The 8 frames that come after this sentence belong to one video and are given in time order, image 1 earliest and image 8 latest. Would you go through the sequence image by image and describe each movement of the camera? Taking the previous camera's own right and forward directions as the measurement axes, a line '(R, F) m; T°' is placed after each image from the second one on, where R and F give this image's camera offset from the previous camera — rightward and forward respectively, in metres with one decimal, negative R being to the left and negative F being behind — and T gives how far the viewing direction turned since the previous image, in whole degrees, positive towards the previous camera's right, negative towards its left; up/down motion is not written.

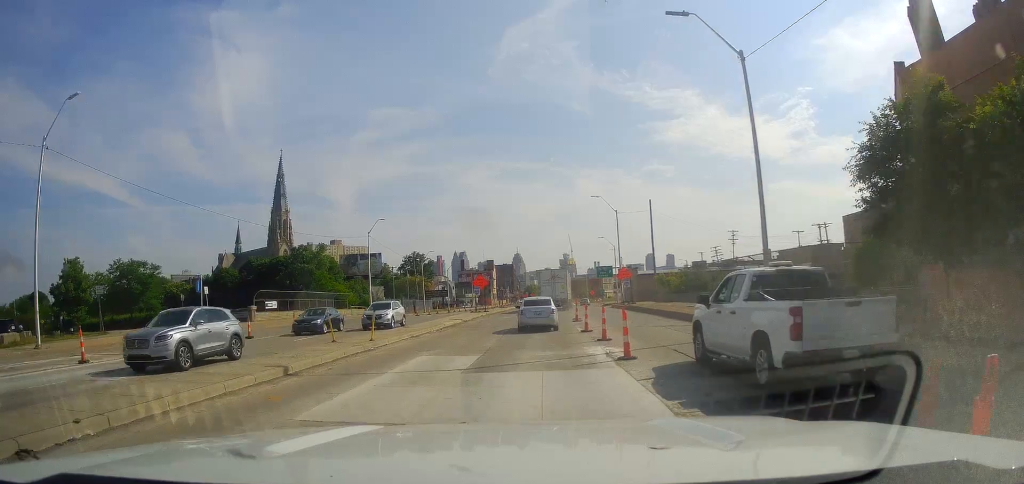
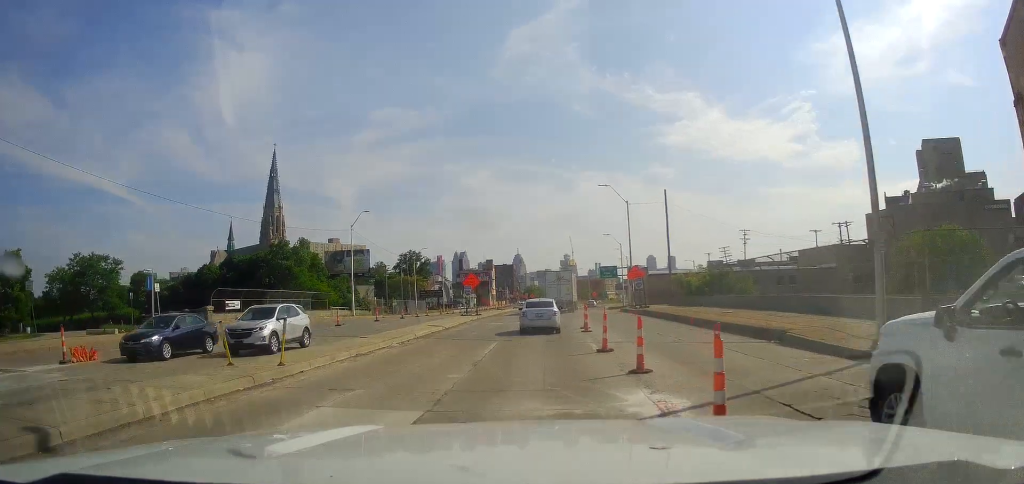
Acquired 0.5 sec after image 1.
(-0.1, +7.5) m; +2°
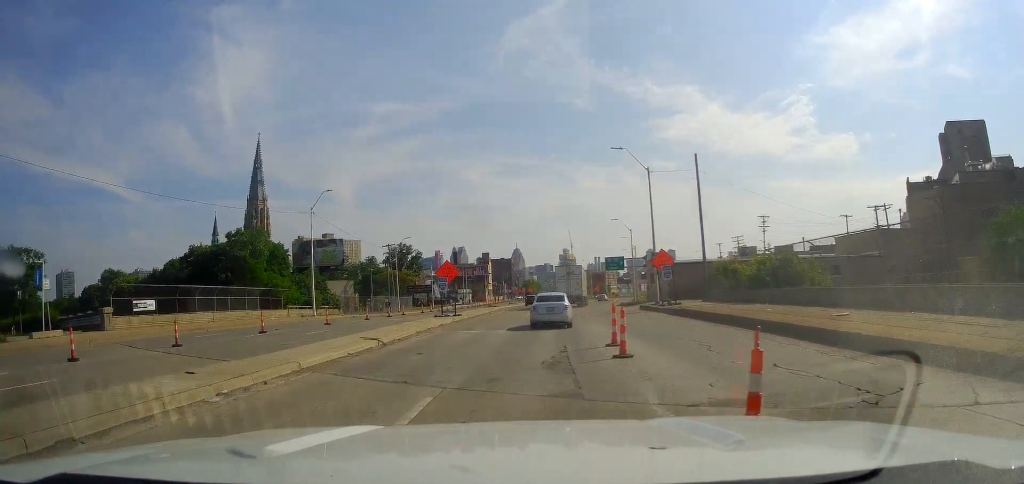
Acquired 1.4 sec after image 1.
(+0.6, +12.3) m; -1°
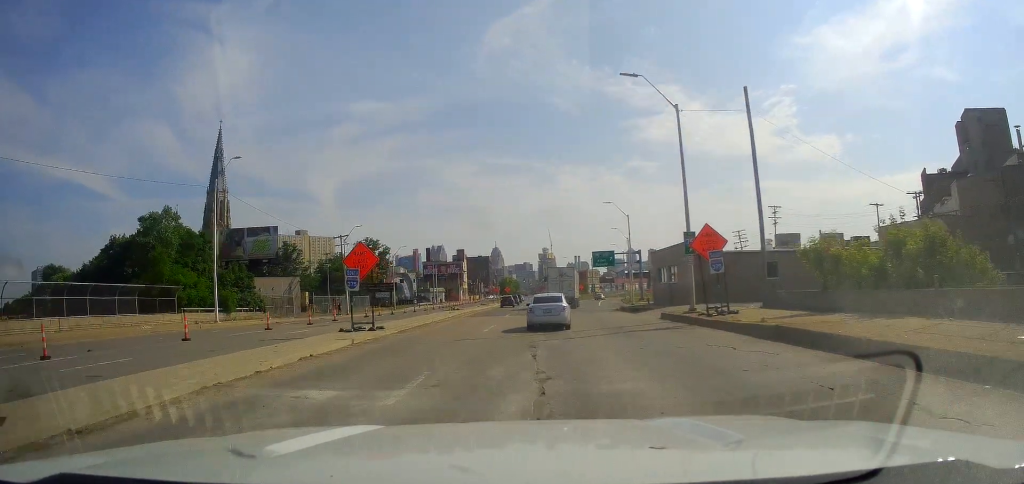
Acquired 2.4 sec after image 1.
(-0.7, +15.1) m; 0°
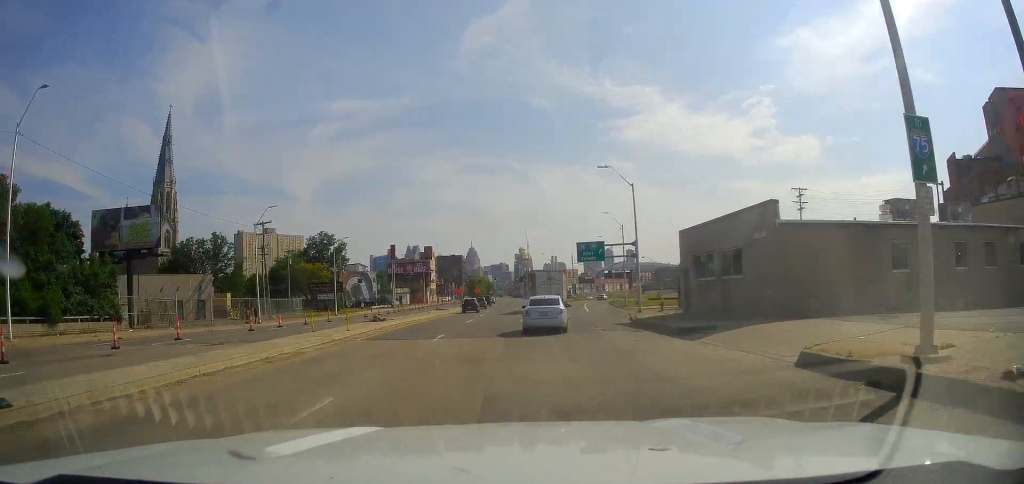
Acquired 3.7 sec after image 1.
(+0.9, +19.5) m; +3°
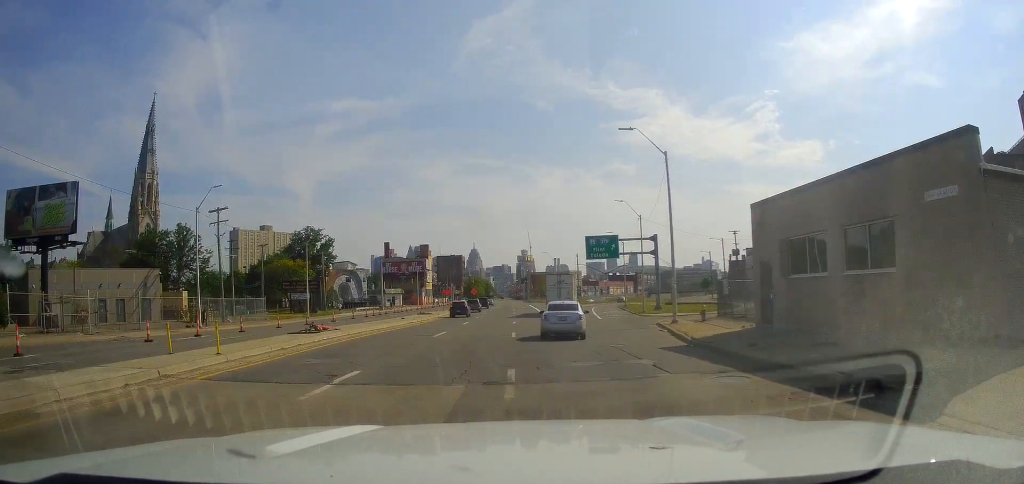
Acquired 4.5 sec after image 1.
(-0.3, +11.7) m; +1°
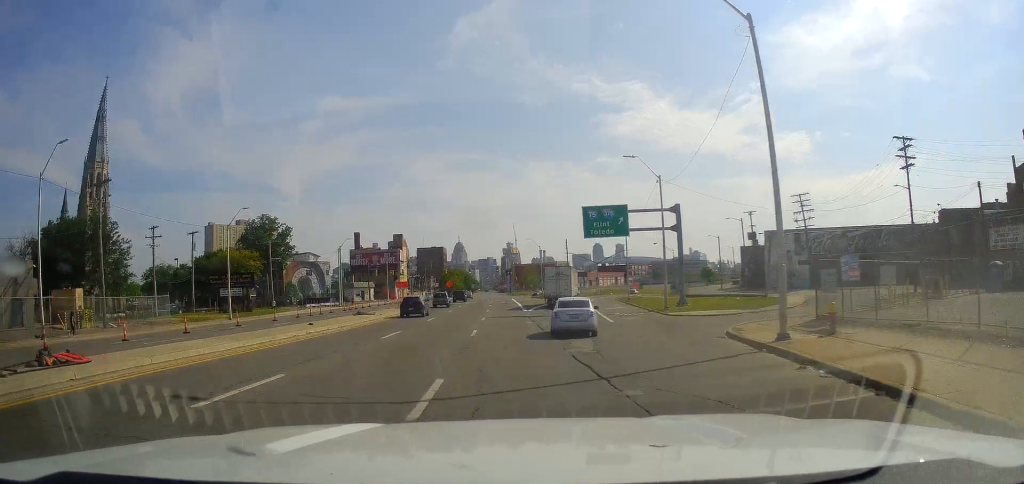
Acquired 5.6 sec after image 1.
(+0.7, +17.2) m; +2°
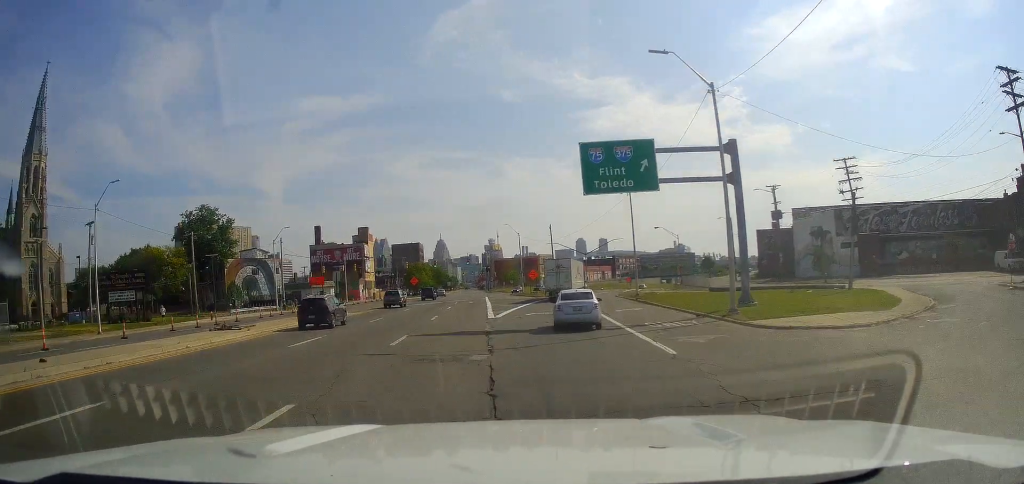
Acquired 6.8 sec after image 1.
(-0.1, +18.9) m; -1°
